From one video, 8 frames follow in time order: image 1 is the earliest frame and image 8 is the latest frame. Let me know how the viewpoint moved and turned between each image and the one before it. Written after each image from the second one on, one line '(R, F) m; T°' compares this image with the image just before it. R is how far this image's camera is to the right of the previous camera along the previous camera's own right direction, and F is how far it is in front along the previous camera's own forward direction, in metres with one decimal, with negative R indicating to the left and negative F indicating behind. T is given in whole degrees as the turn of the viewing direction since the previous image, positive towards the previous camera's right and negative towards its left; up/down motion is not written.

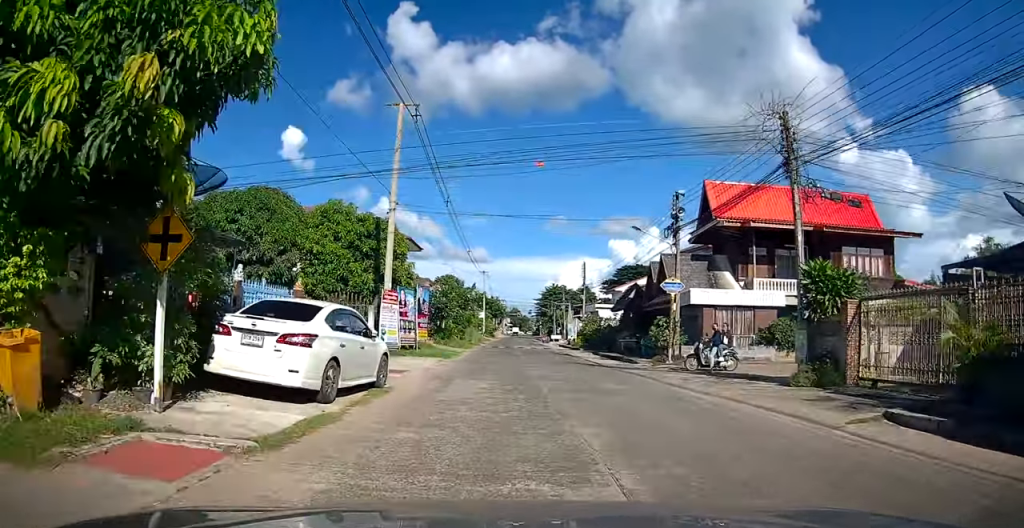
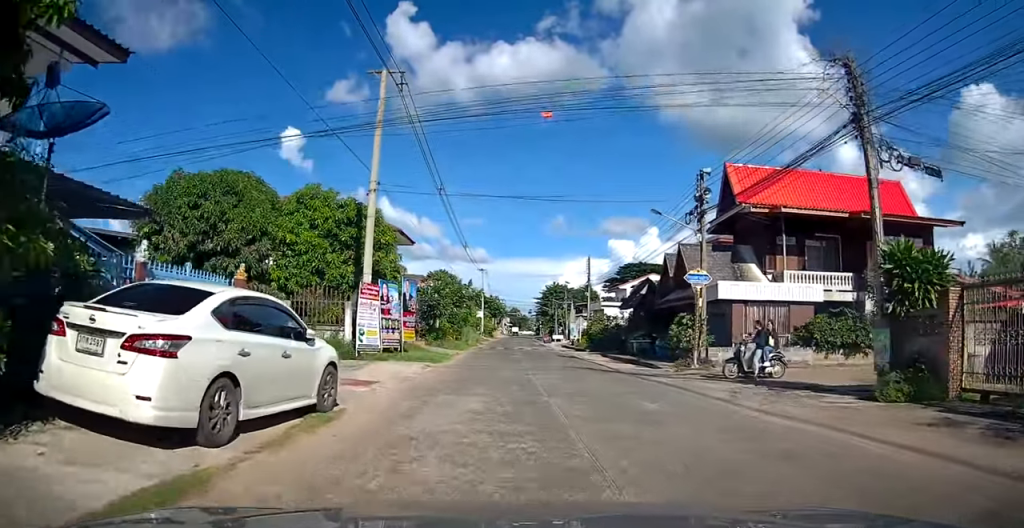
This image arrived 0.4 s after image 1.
(-0.1, +3.3) m; 0°
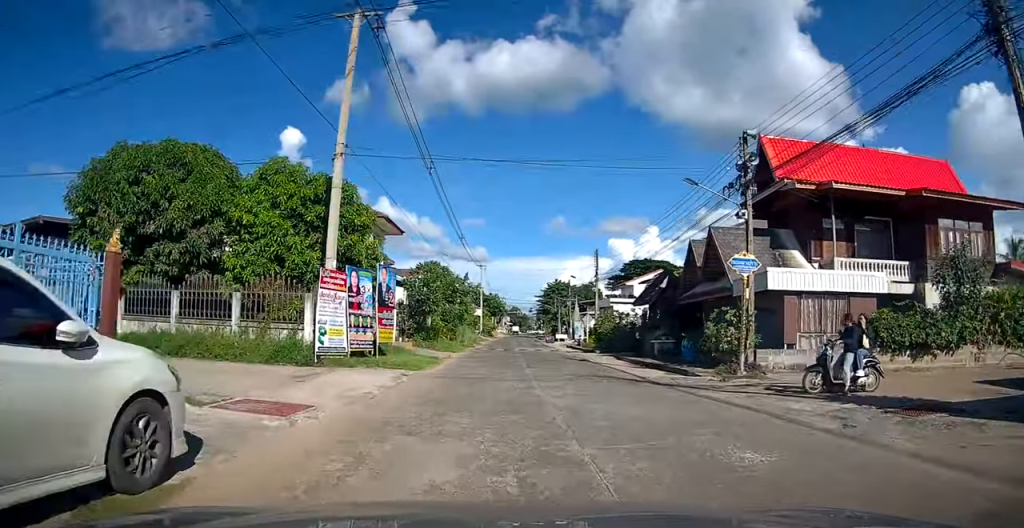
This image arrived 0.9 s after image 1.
(0.0, +4.2) m; 0°
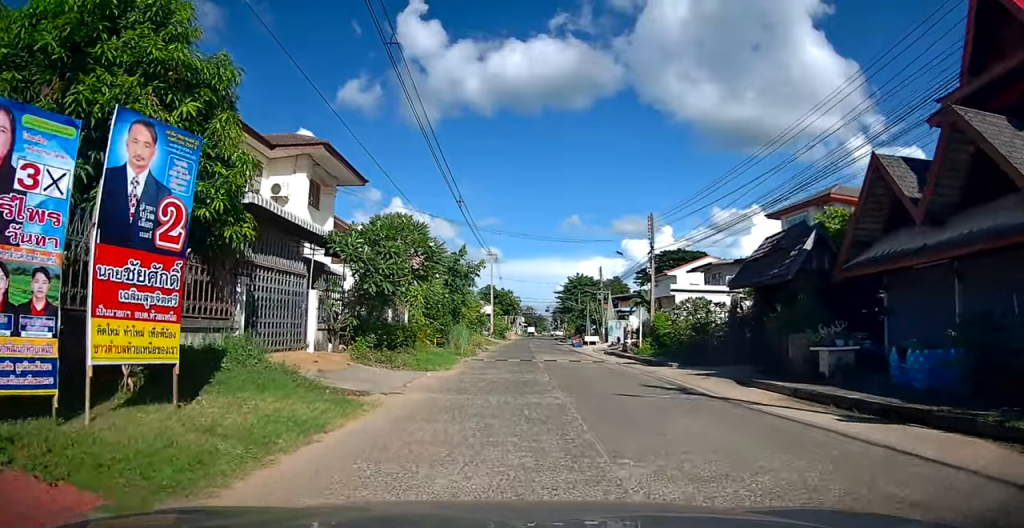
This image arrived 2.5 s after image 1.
(0.0, +13.0) m; 0°
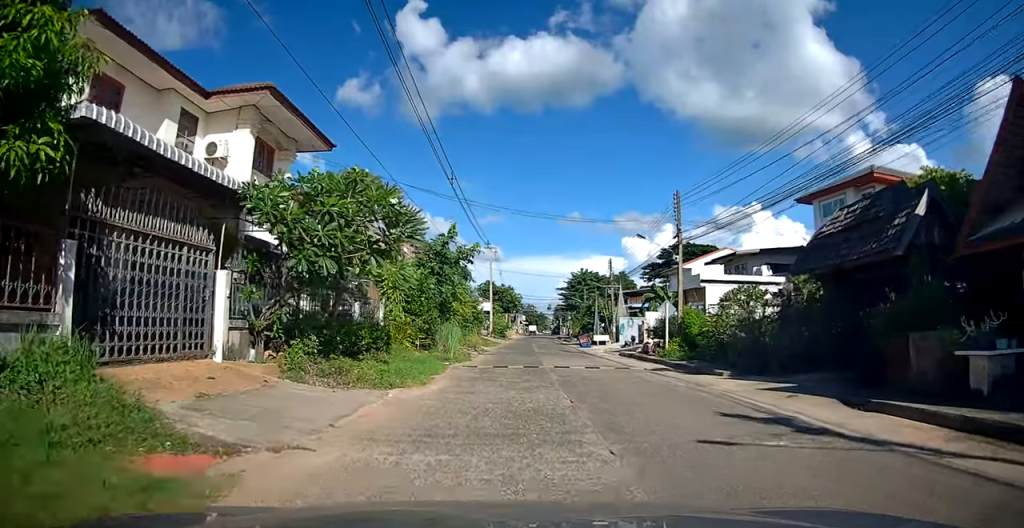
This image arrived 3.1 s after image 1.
(+0.1, +4.9) m; 0°
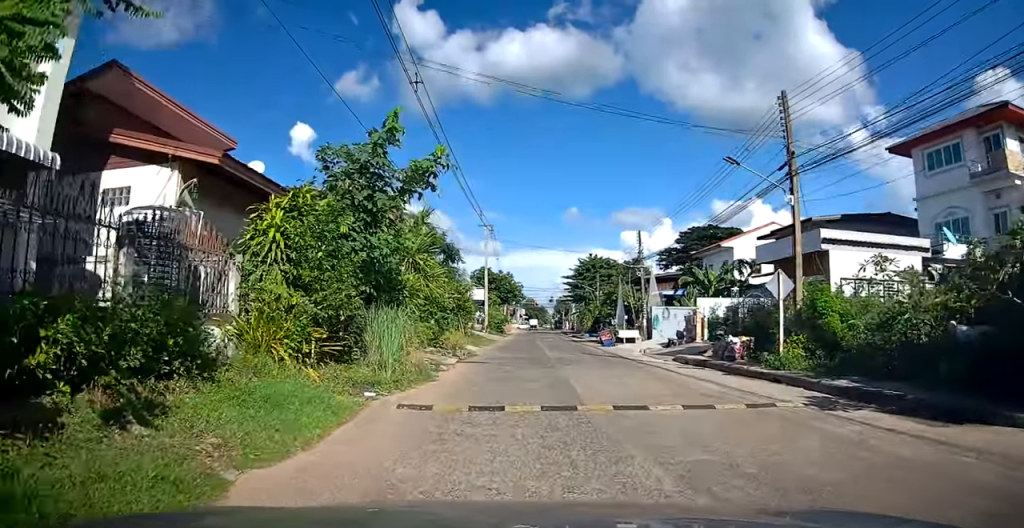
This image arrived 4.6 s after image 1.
(0.0, +11.3) m; +1°
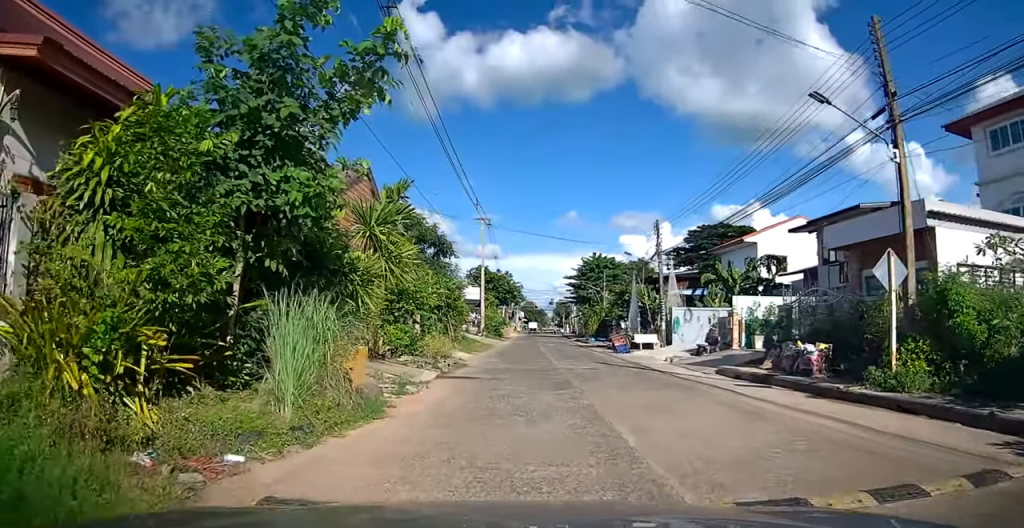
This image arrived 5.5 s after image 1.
(+0.2, +5.1) m; 0°
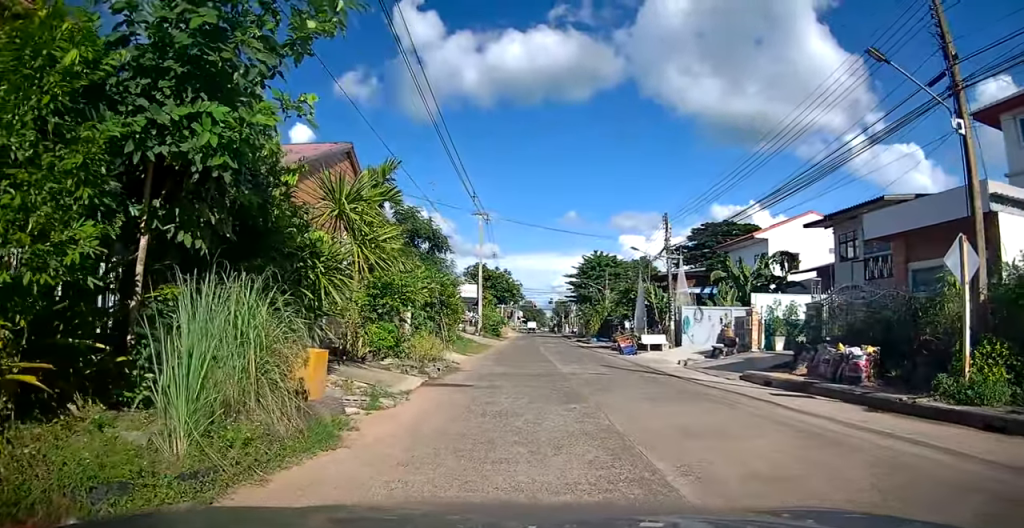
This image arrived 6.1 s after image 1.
(-0.1, +2.2) m; -1°
